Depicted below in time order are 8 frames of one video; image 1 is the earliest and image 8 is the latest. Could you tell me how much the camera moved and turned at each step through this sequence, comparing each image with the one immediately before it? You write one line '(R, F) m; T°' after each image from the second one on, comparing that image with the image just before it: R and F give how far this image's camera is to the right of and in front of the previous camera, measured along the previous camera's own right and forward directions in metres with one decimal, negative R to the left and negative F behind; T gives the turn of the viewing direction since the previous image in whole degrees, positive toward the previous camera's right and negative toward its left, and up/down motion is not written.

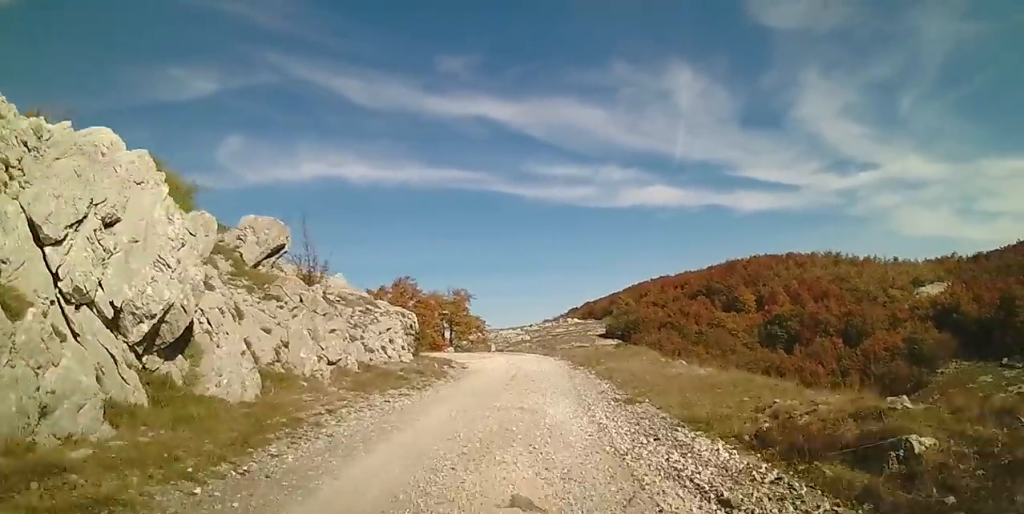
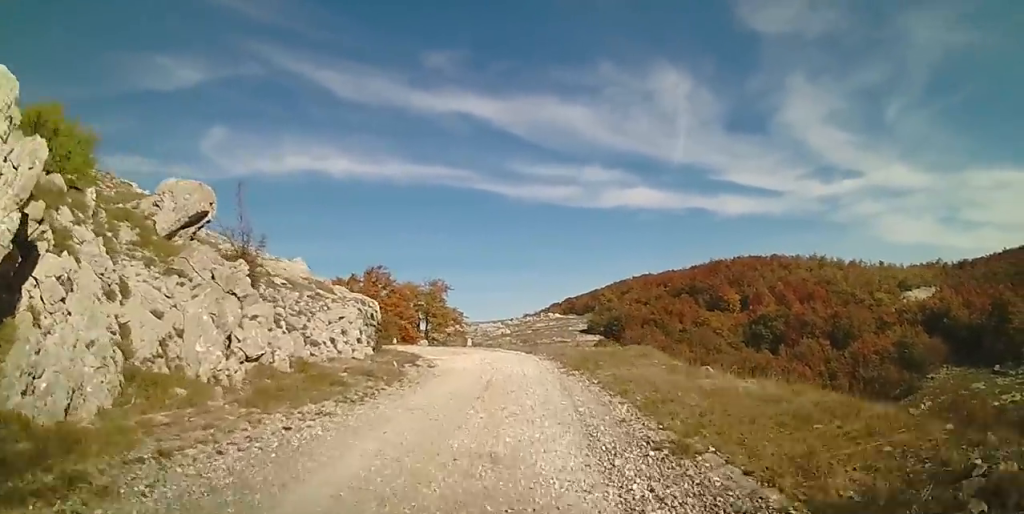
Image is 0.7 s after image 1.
(0.0, +3.7) m; +1°
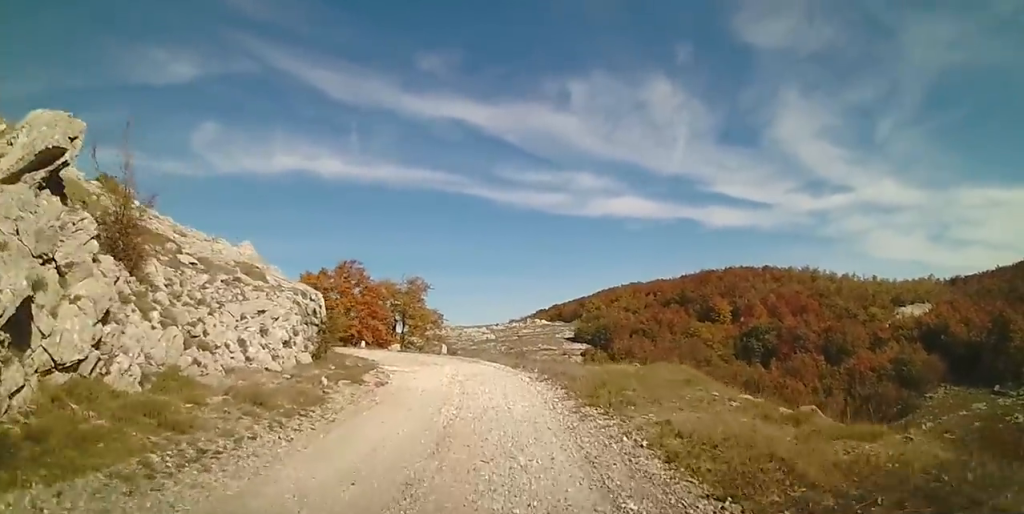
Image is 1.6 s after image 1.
(0.0, +5.1) m; +2°
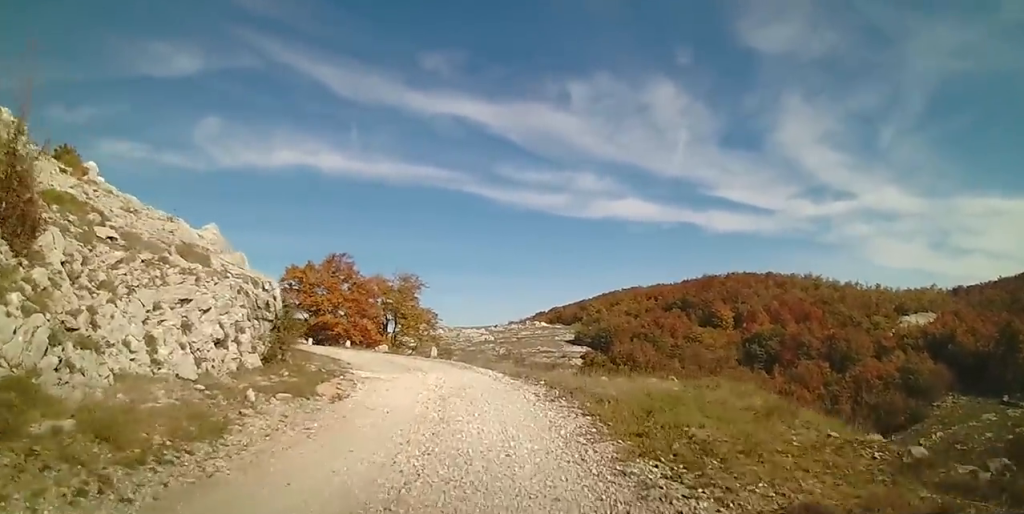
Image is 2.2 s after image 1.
(+0.1, +3.4) m; 0°
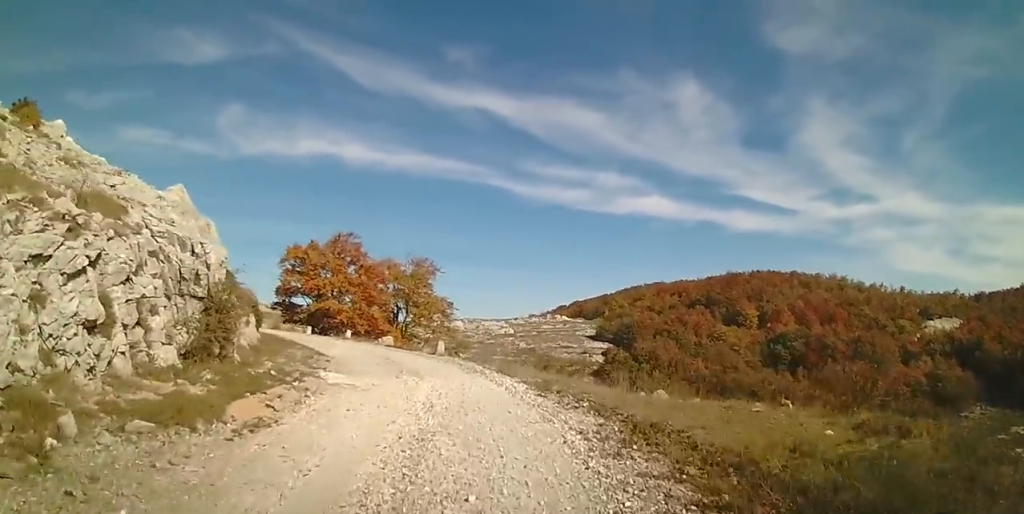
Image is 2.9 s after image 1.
(-0.1, +4.4) m; -3°
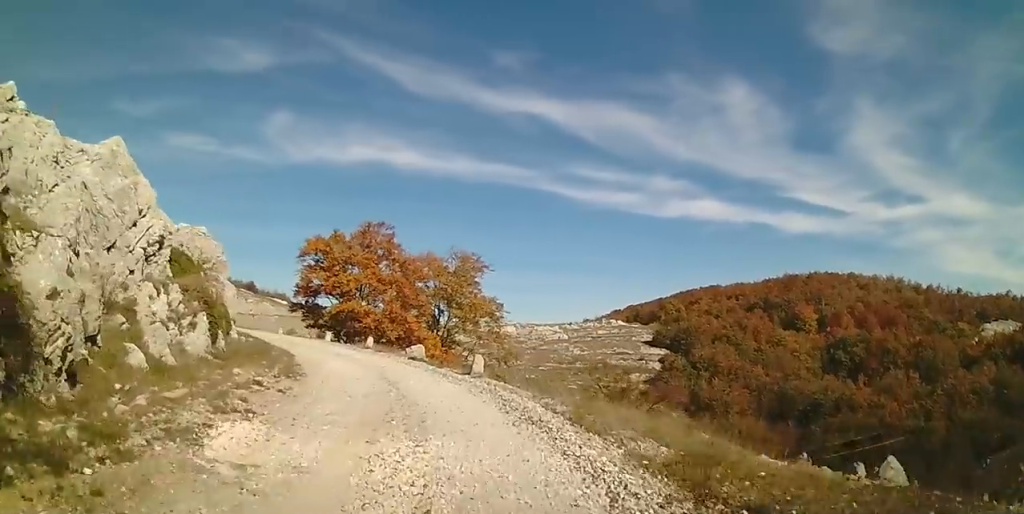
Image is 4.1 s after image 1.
(-0.4, +6.5) m; -4°
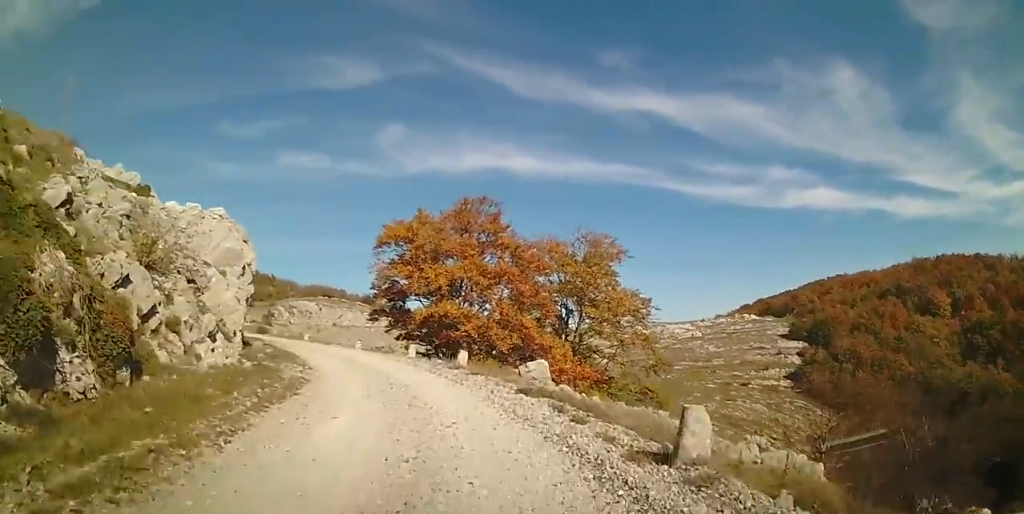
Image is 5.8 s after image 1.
(-0.7, +9.2) m; -14°
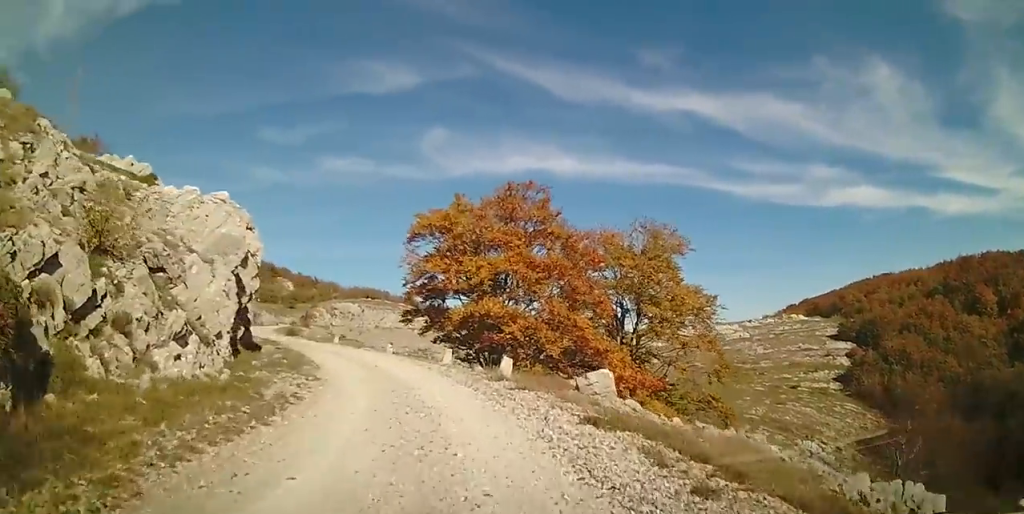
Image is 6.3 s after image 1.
(-0.2, +3.1) m; -7°
